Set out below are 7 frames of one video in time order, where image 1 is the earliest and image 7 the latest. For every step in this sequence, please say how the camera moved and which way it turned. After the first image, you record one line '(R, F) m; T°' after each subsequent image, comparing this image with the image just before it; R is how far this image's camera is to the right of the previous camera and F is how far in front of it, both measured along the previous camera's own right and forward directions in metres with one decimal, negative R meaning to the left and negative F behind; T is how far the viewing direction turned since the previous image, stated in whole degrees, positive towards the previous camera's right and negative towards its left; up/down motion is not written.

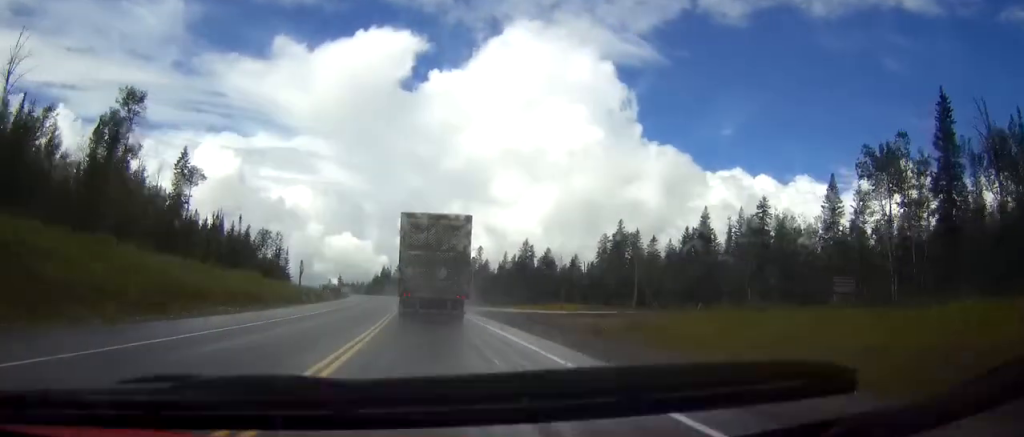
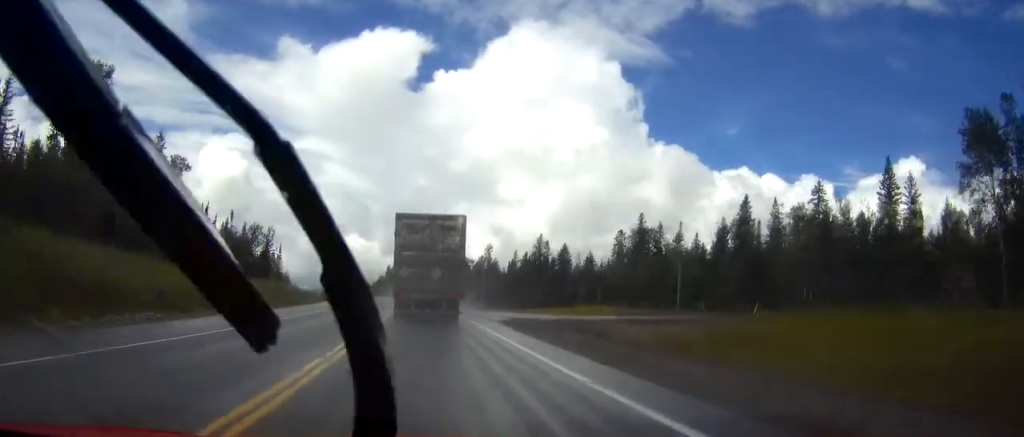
(0.0, +13.5) m; 0°
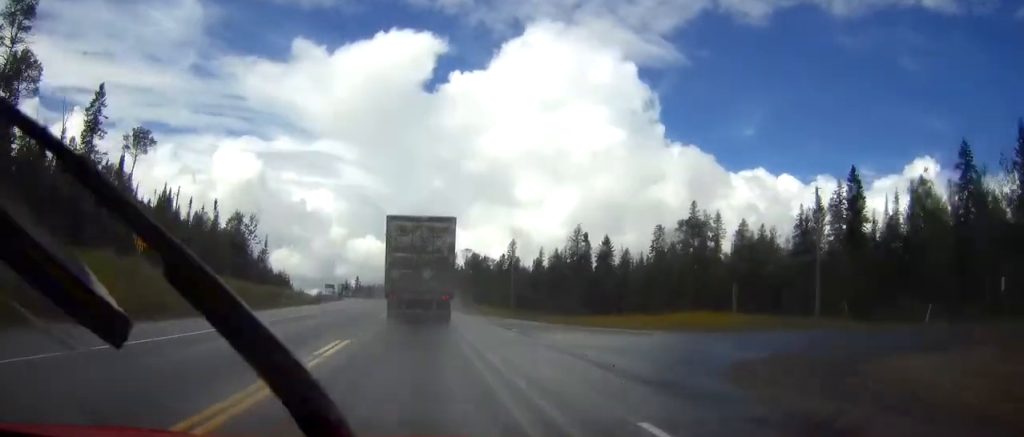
(-0.4, +25.5) m; -2°
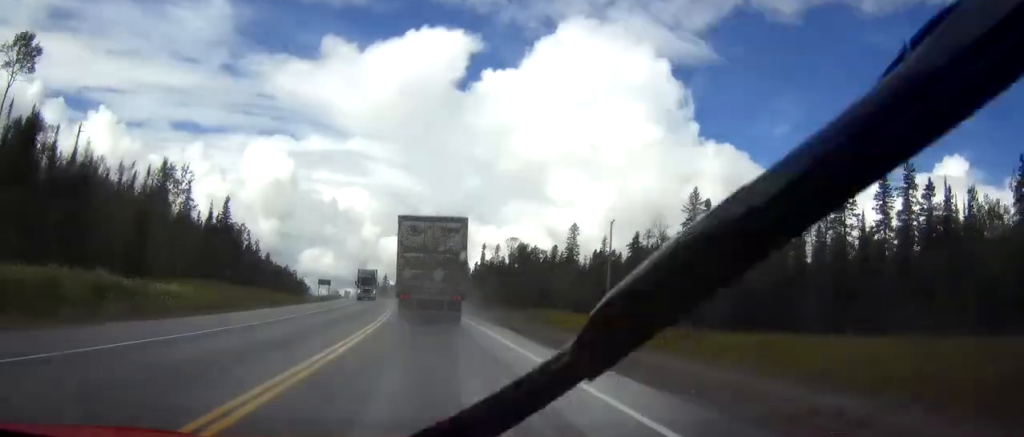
(-1.6, +46.7) m; -3°
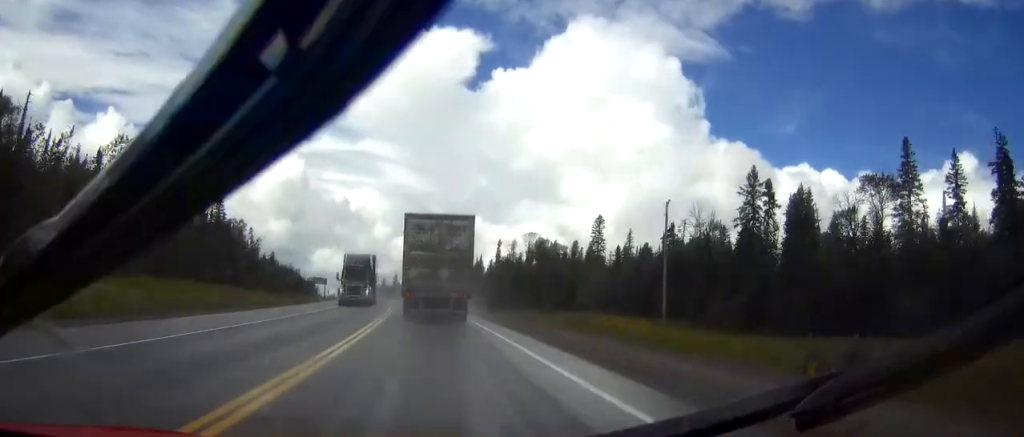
(-0.1, +14.4) m; -1°
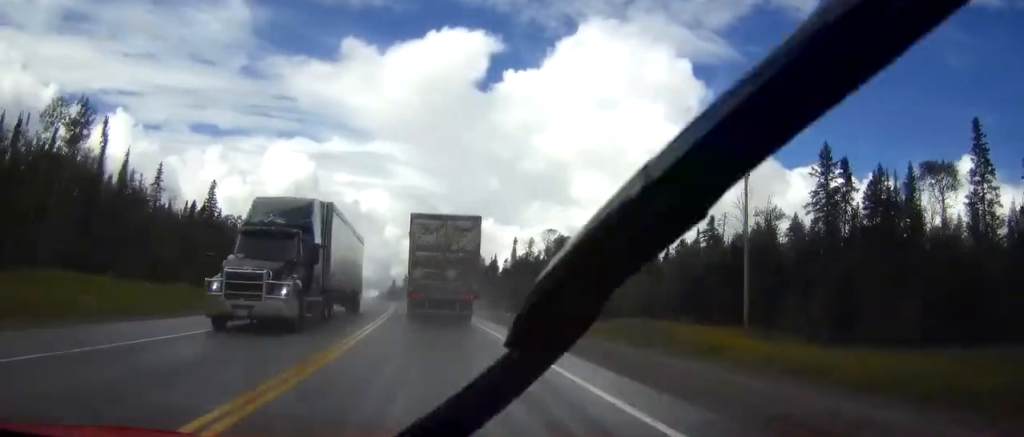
(0.0, +13.8) m; -1°
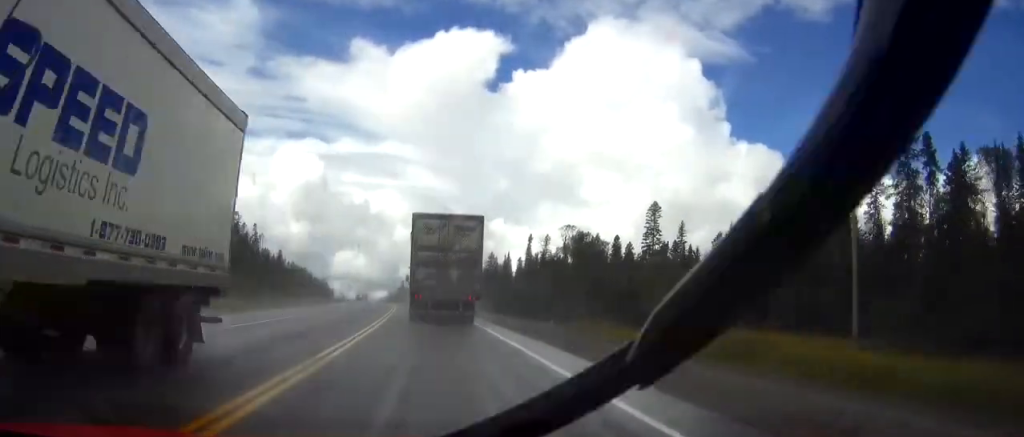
(-0.1, +11.8) m; -1°
